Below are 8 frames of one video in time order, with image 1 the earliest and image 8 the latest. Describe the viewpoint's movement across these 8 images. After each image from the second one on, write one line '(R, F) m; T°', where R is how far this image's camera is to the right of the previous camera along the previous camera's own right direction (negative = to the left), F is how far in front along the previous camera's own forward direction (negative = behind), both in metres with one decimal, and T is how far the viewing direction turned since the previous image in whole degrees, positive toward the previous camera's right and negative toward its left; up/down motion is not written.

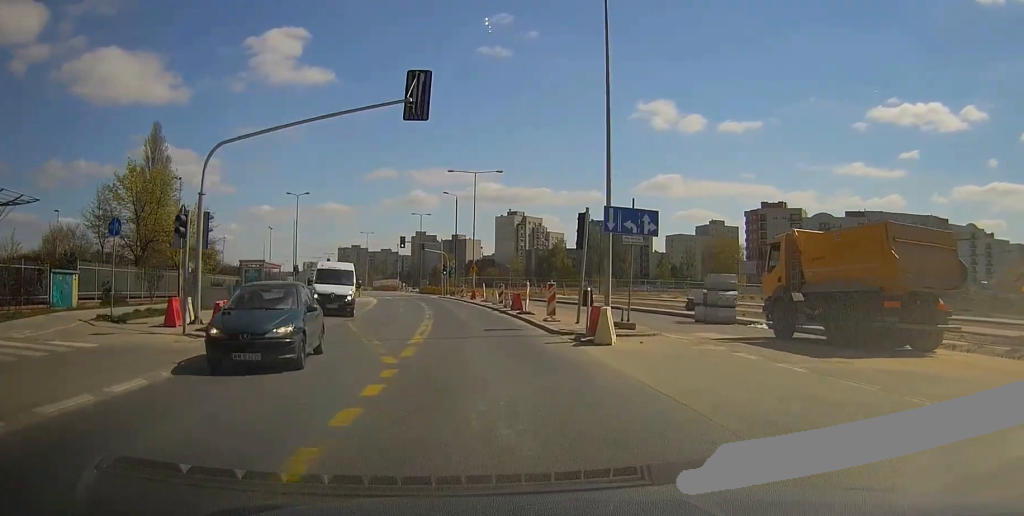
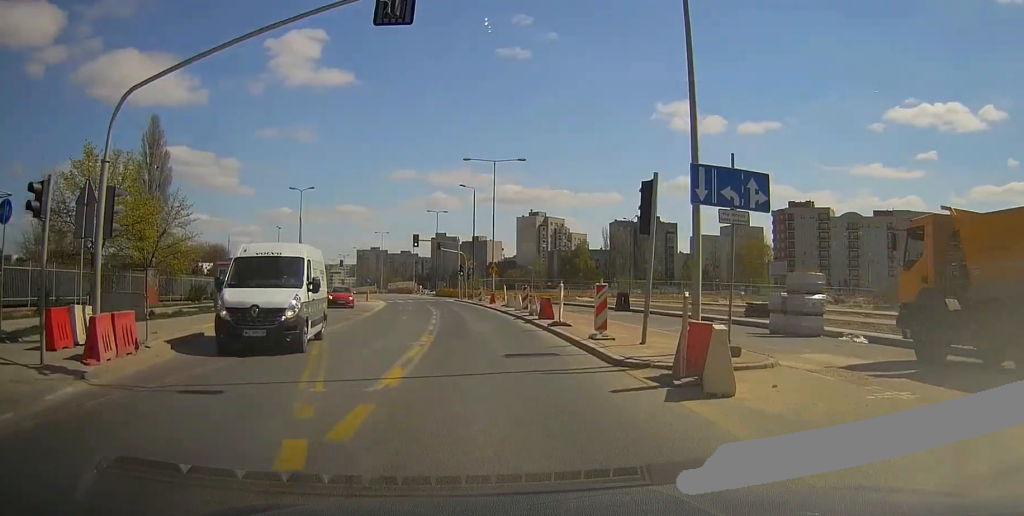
(-0.1, +6.9) m; -1°
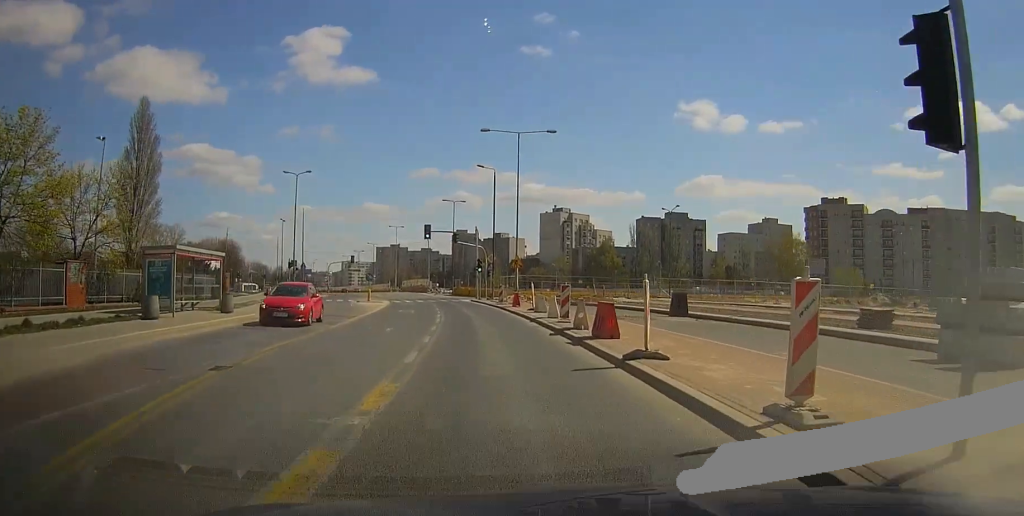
(+0.1, +9.8) m; -1°
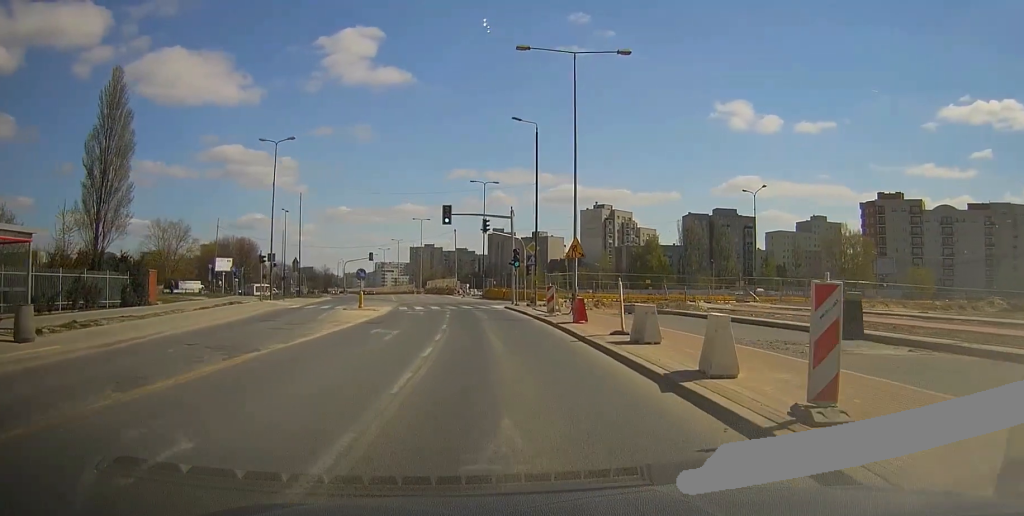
(-0.8, +16.1) m; -6°
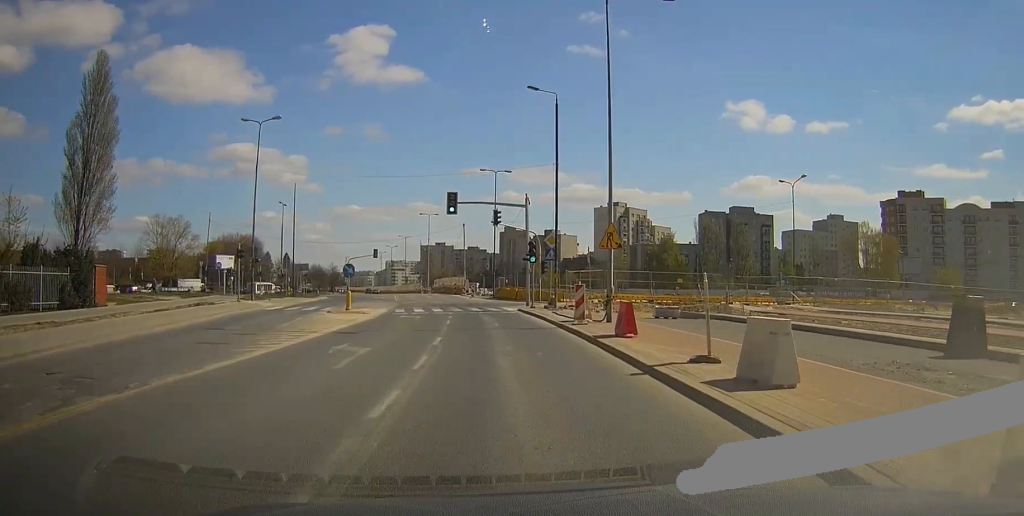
(-0.1, +6.1) m; -2°
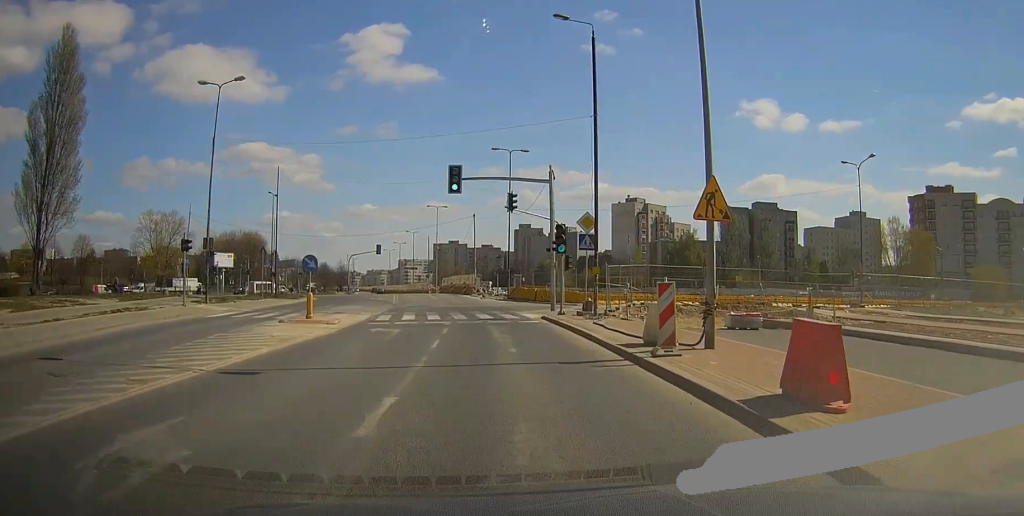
(-0.3, +9.0) m; -1°
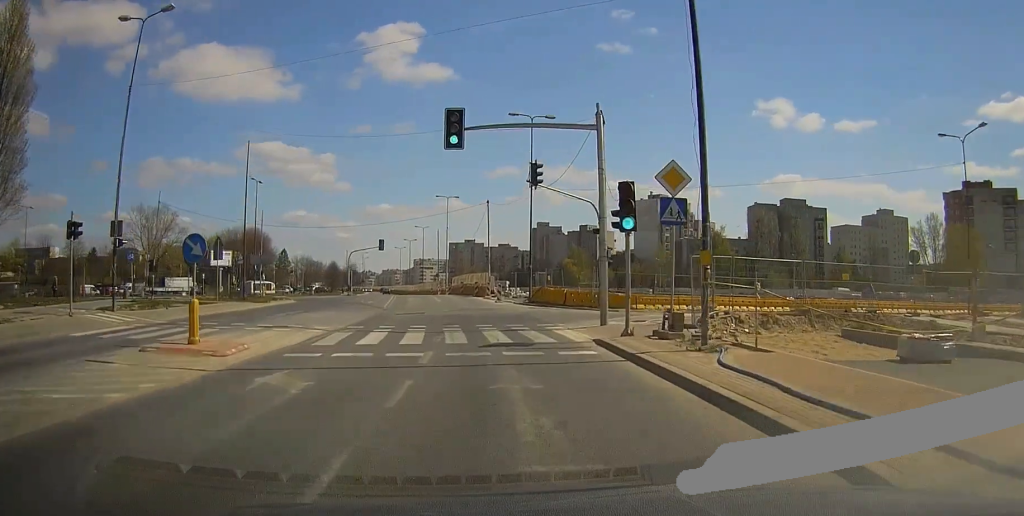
(+0.2, +10.6) m; 0°
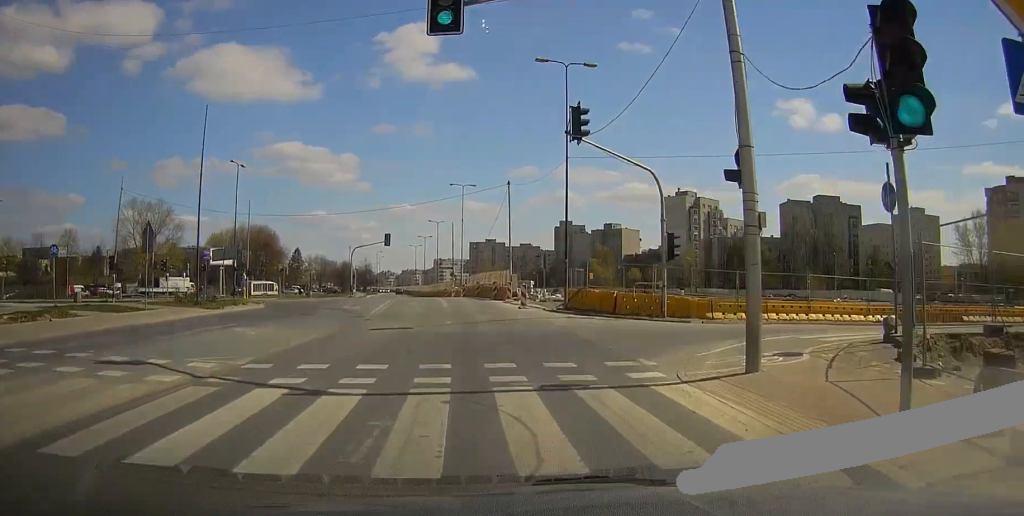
(-0.3, +10.3) m; -2°
